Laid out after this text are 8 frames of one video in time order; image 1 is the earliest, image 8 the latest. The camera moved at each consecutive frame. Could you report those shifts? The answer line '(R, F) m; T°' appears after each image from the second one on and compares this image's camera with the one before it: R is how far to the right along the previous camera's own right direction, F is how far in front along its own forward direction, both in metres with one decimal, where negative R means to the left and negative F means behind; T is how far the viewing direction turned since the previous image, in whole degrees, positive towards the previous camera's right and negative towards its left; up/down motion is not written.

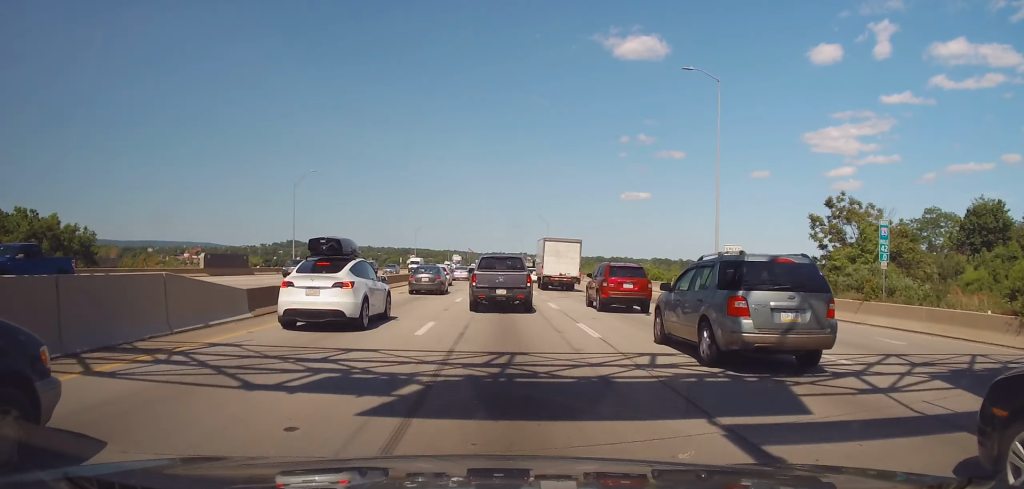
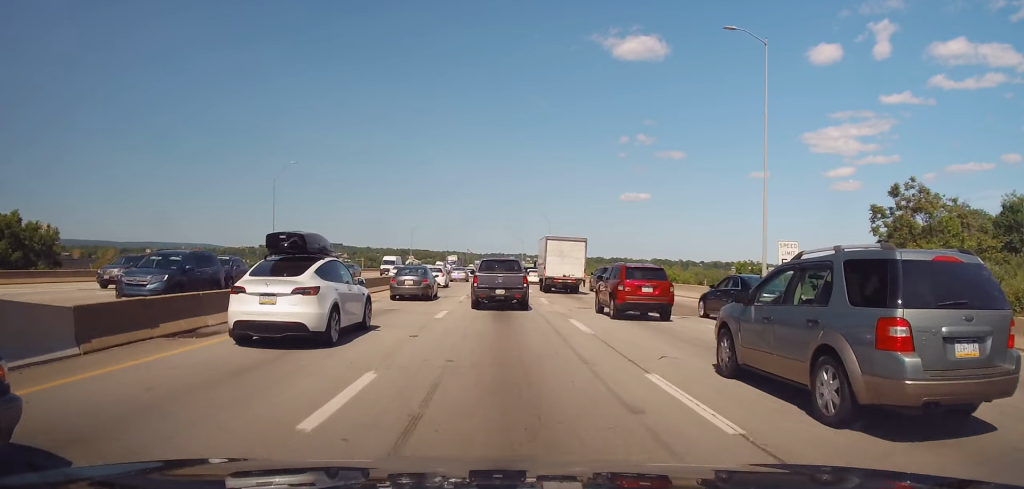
(0.0, +8.1) m; 0°
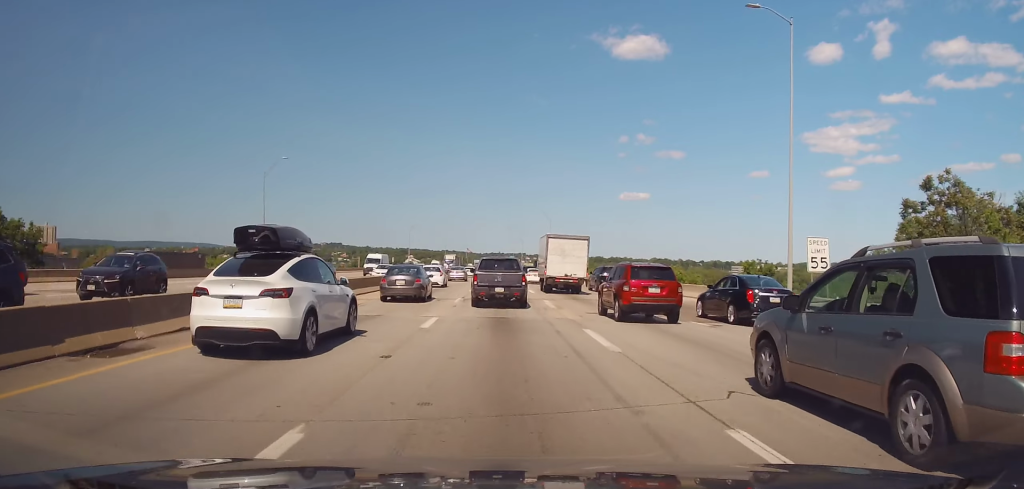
(0.0, +3.3) m; +1°
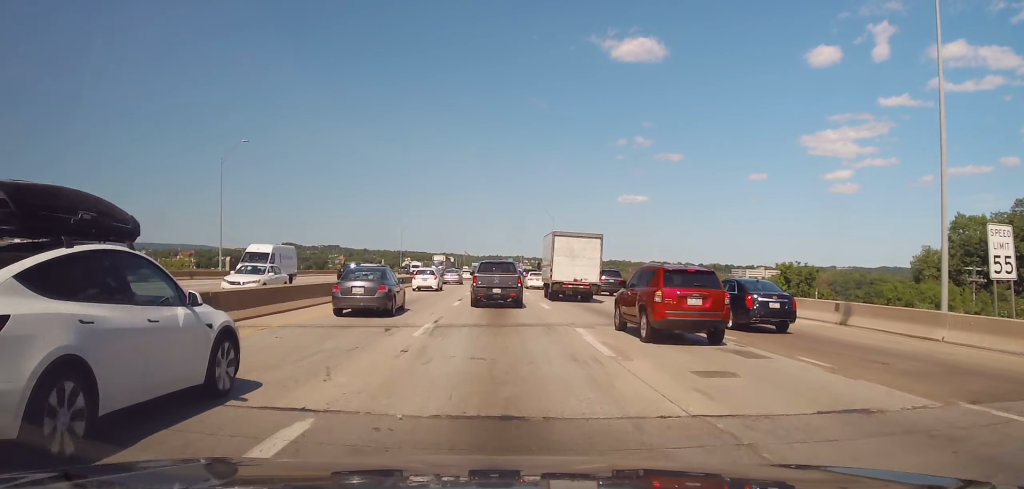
(+0.2, +11.8) m; +1°
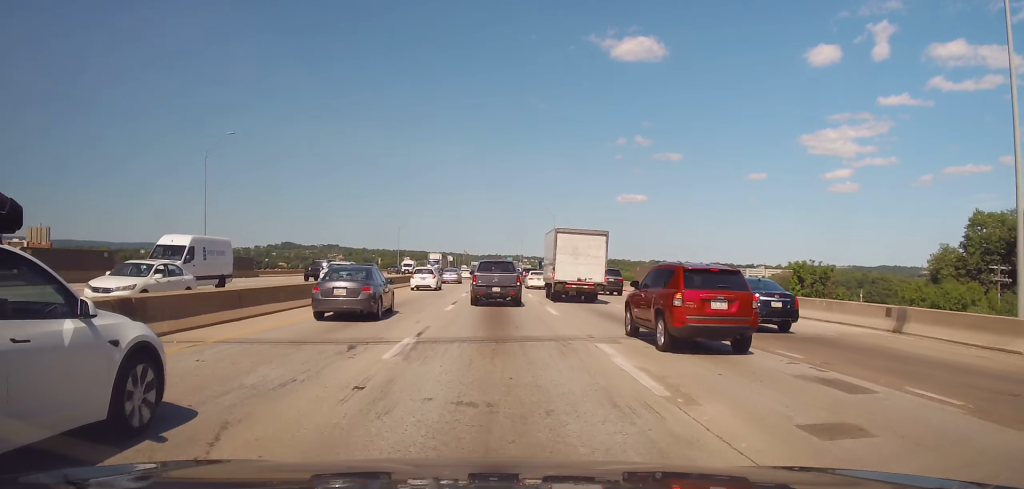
(0.0, +3.6) m; -1°
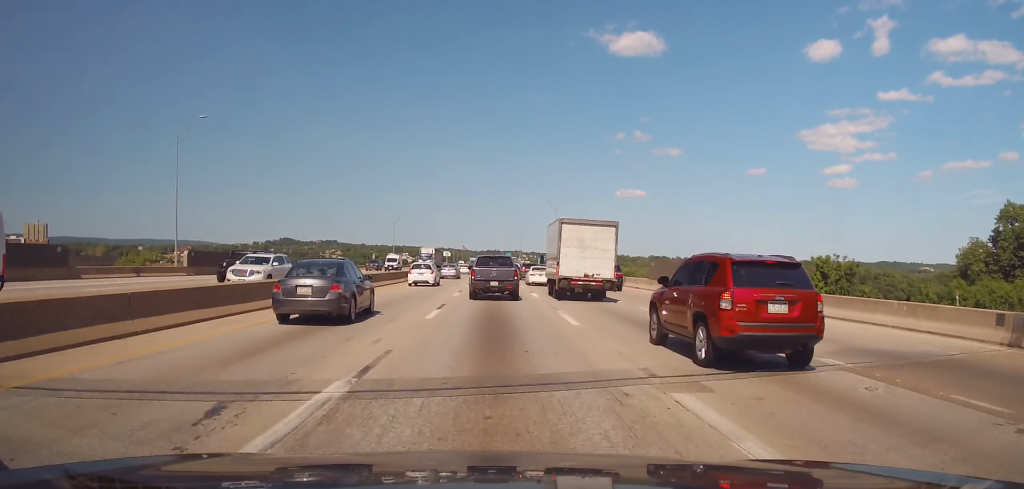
(-0.1, +5.7) m; -1°
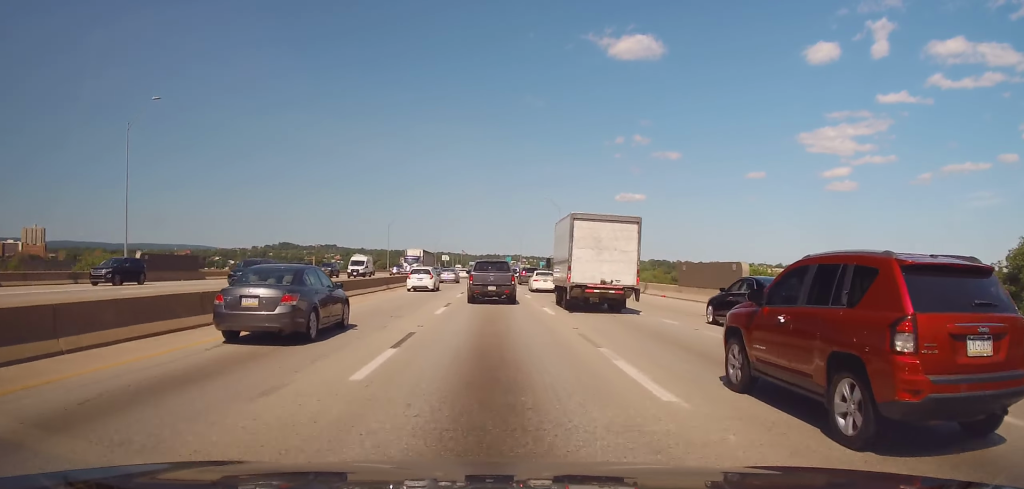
(-0.2, +8.6) m; -1°
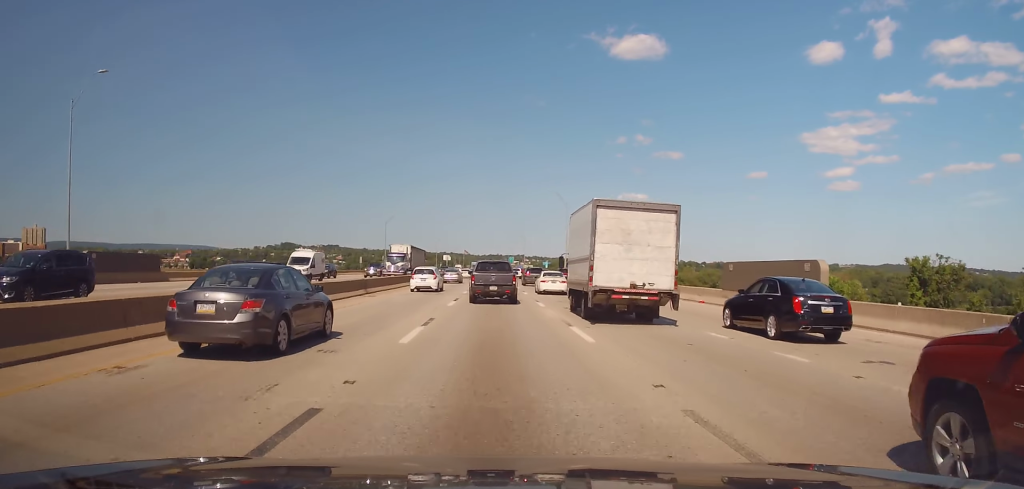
(0.0, +8.0) m; +1°
